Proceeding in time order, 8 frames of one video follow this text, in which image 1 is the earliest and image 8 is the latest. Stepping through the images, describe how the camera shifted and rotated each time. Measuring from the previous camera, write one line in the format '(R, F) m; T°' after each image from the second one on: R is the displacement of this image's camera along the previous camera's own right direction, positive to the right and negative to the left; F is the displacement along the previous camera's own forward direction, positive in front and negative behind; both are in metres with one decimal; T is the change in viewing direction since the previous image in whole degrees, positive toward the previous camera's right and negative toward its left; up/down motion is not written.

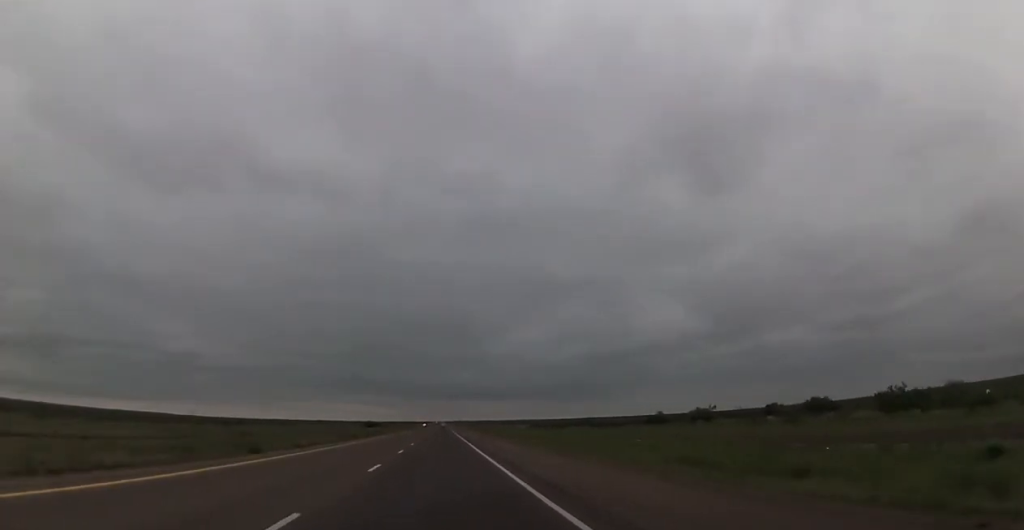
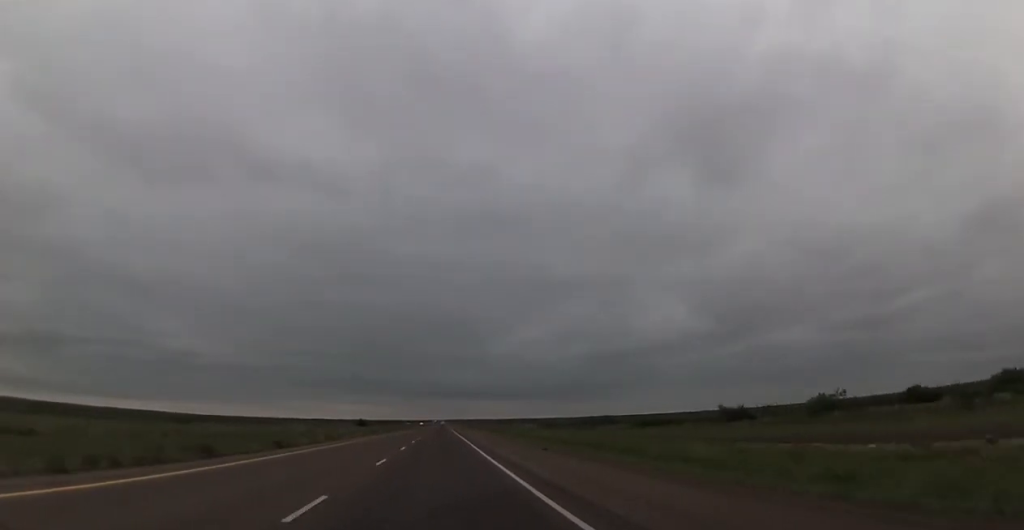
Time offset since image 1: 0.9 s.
(+0.1, +34.1) m; 0°
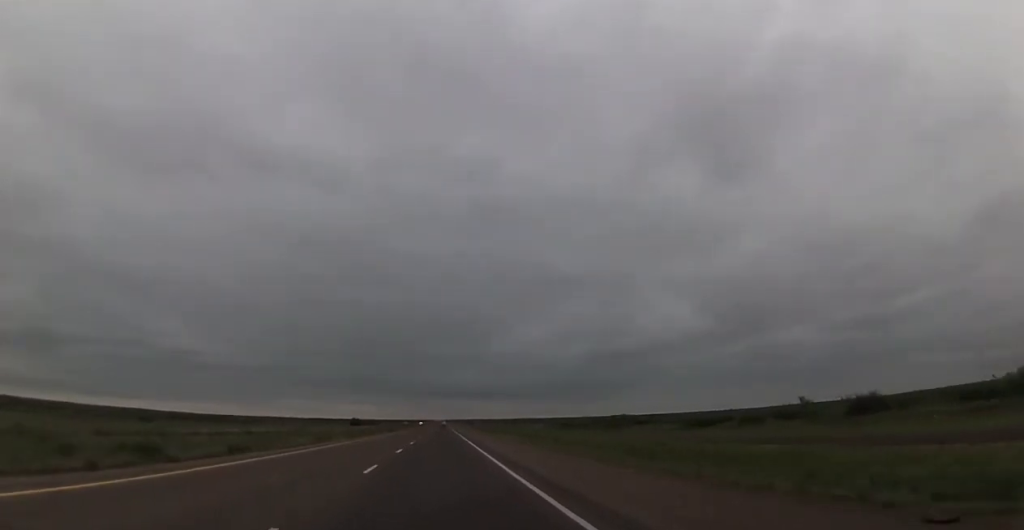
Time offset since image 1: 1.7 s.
(0.0, +28.0) m; 0°
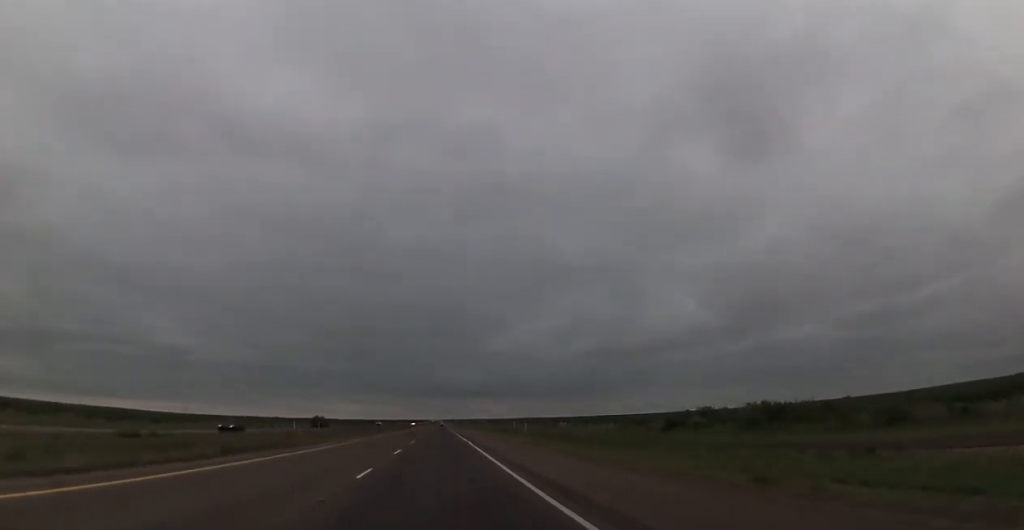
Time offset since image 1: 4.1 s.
(-0.7, +86.1) m; 0°
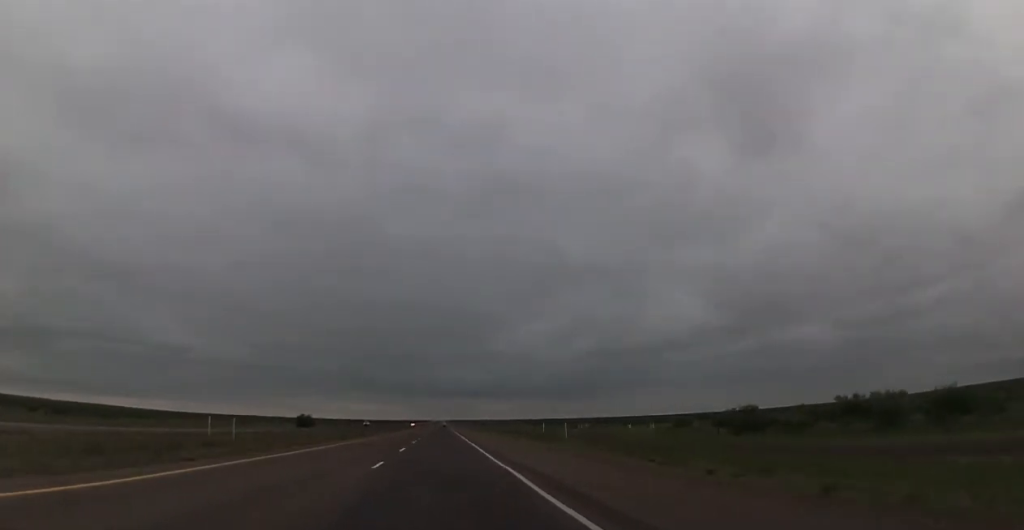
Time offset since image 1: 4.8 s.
(+0.1, +25.4) m; 0°
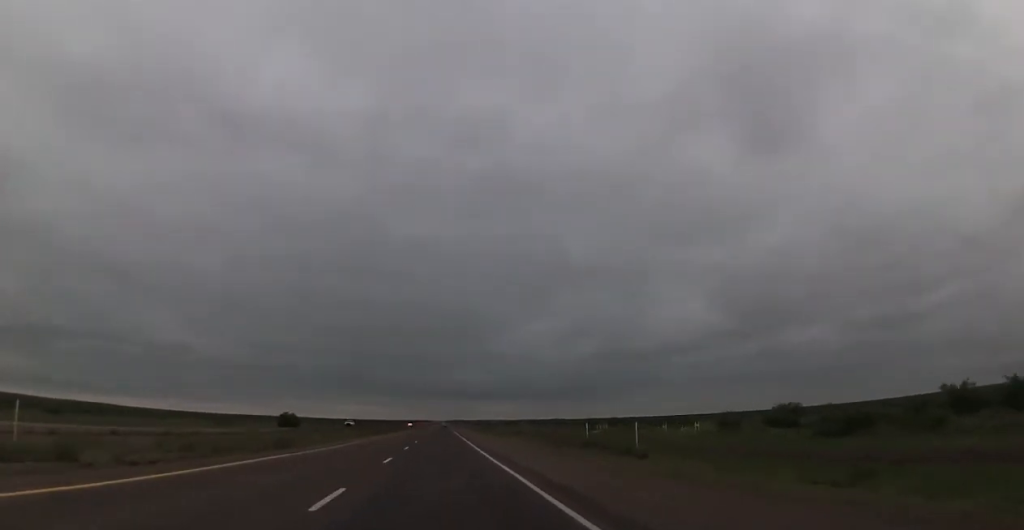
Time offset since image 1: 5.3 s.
(+0.5, +20.5) m; 0°
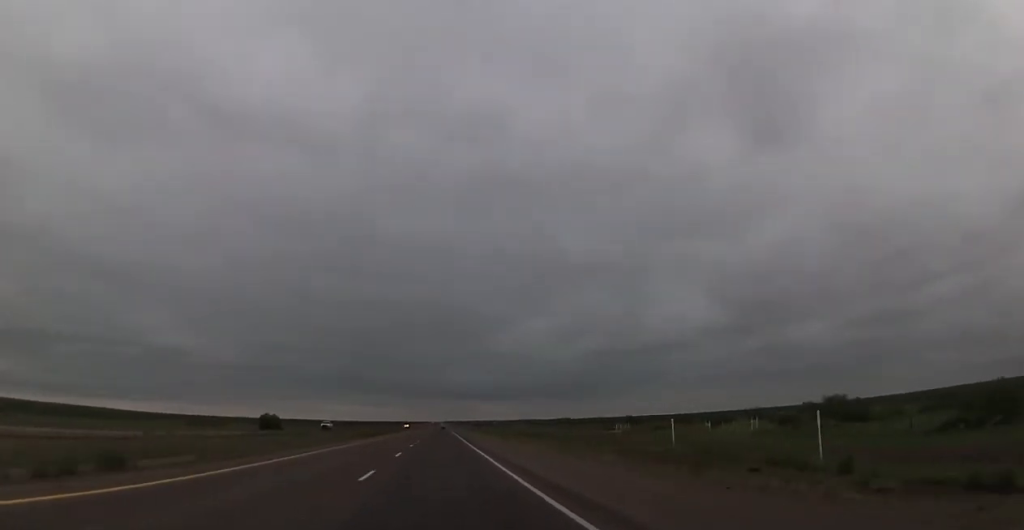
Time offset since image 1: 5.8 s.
(-0.3, +18.1) m; 0°
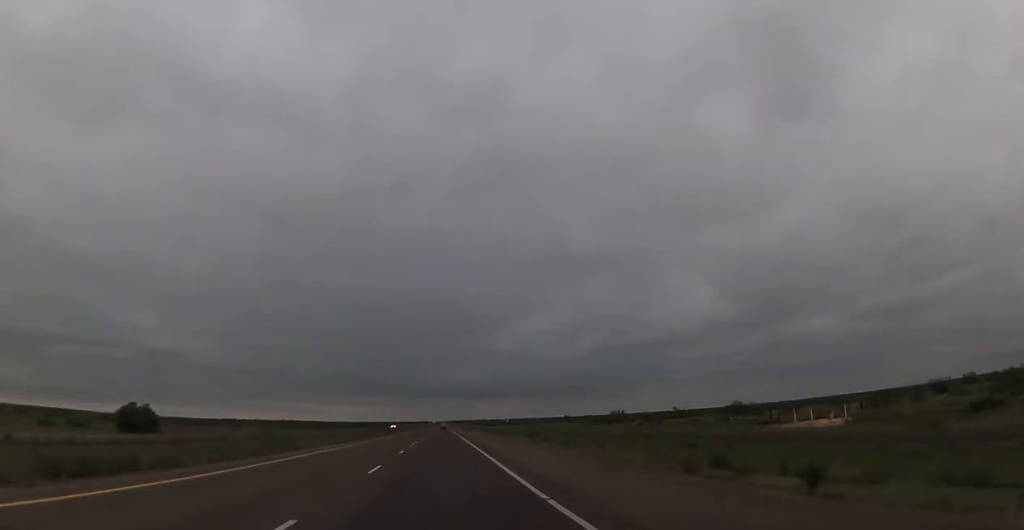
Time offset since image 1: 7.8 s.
(+0.2, +70.2) m; +1°
